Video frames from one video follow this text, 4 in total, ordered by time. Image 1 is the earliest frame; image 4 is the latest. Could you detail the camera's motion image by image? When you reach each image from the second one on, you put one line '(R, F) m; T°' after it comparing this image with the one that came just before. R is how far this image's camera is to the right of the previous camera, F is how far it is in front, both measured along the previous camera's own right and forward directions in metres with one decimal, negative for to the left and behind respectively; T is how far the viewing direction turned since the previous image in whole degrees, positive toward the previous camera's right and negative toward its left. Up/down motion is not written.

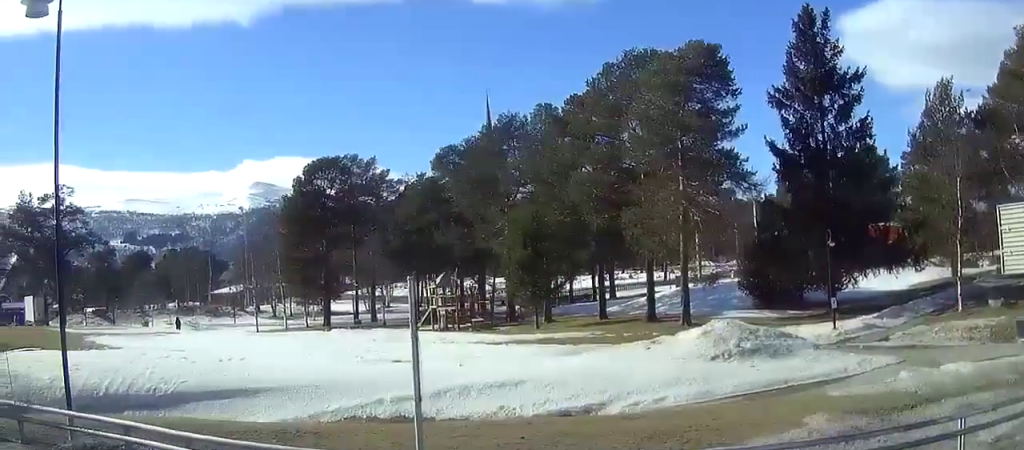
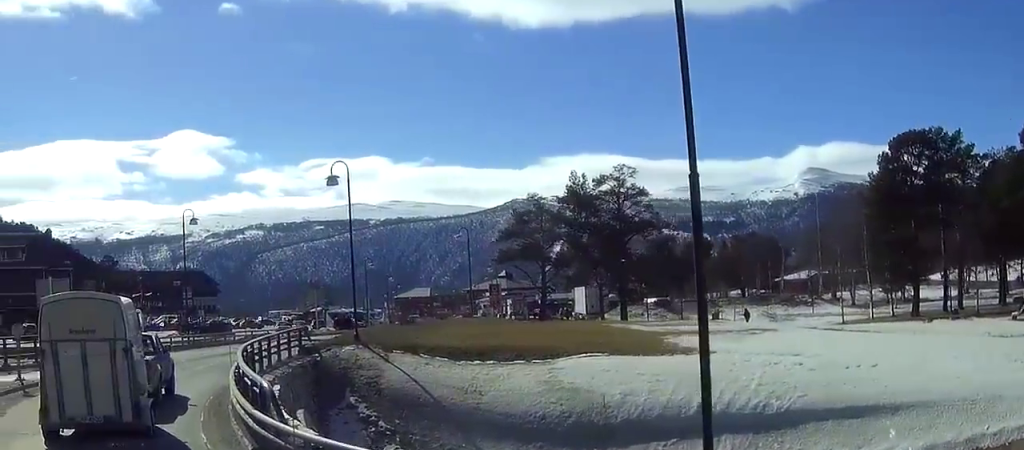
(-3.7, +7.4) m; -38°
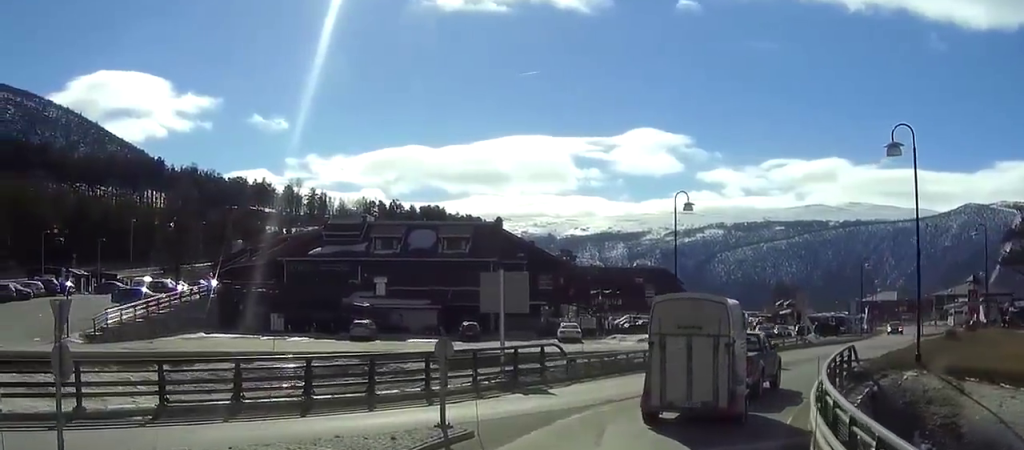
(-2.4, +12.1) m; -16°
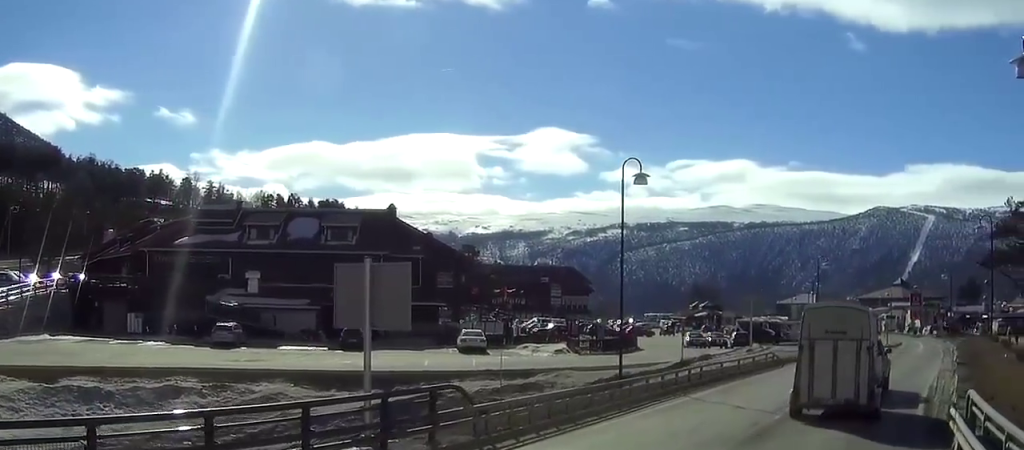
(+0.8, +15.6) m; +6°
